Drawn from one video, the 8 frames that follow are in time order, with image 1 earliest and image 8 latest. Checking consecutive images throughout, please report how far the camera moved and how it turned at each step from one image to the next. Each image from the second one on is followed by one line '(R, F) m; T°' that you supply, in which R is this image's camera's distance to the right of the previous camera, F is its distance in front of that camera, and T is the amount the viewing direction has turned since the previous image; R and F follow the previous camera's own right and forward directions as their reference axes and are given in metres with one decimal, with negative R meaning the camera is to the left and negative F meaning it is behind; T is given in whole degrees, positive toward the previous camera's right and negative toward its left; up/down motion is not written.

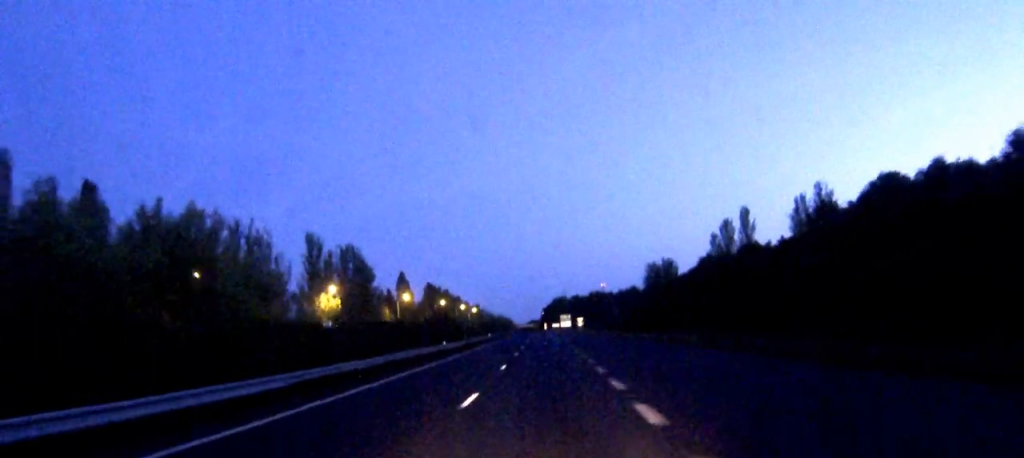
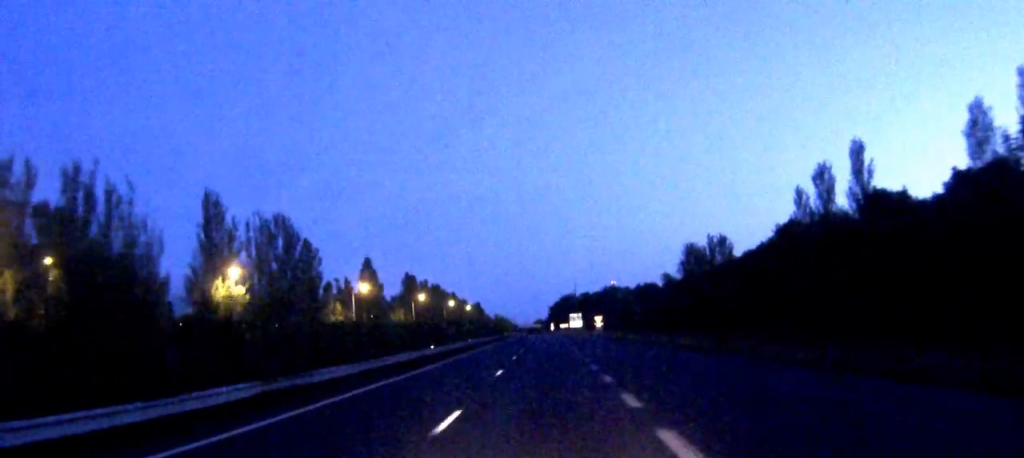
(-0.2, +42.1) m; -1°
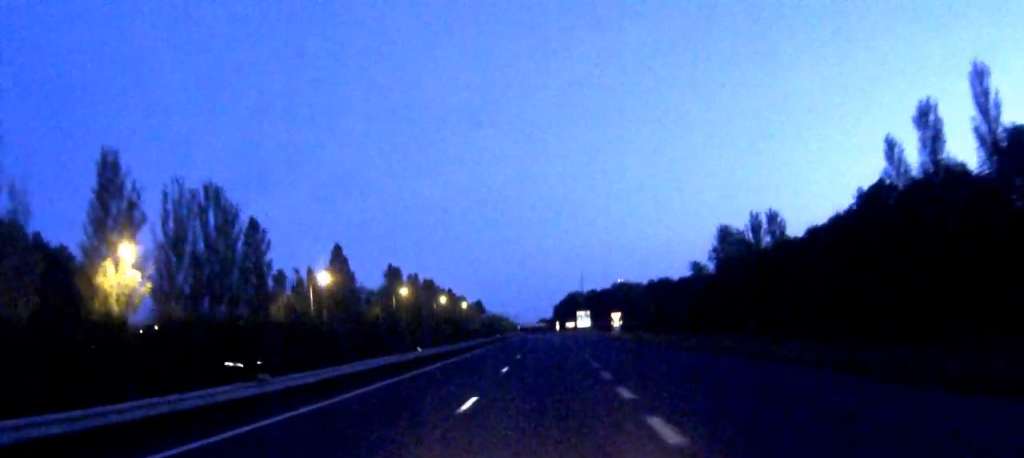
(-0.1, +24.2) m; 0°
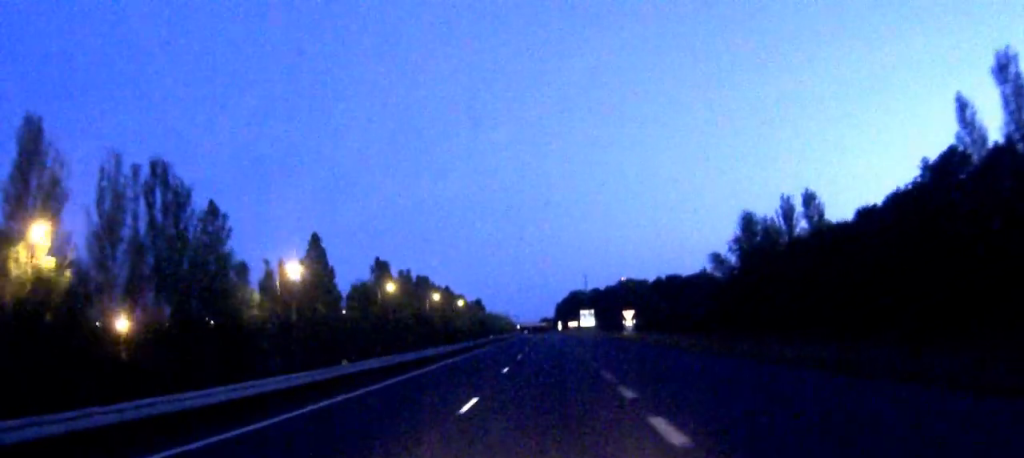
(0.0, +13.0) m; 0°
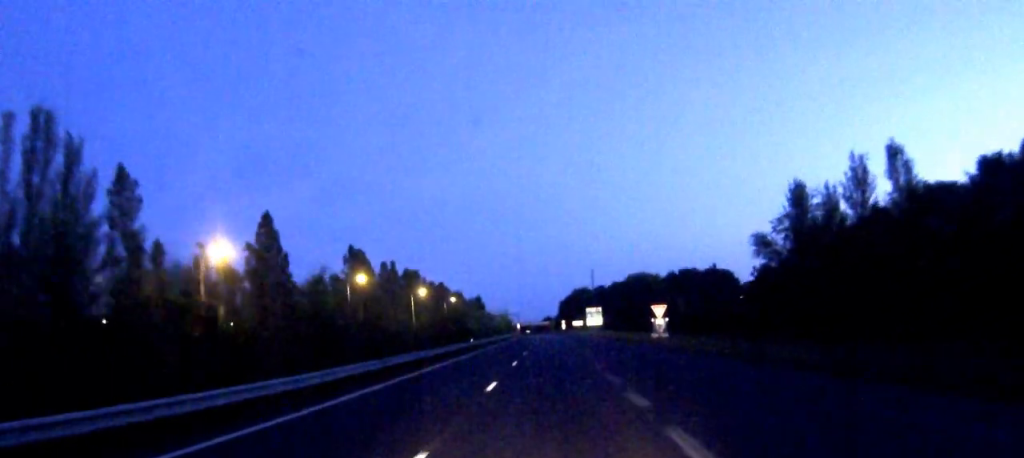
(-0.1, +20.8) m; 0°
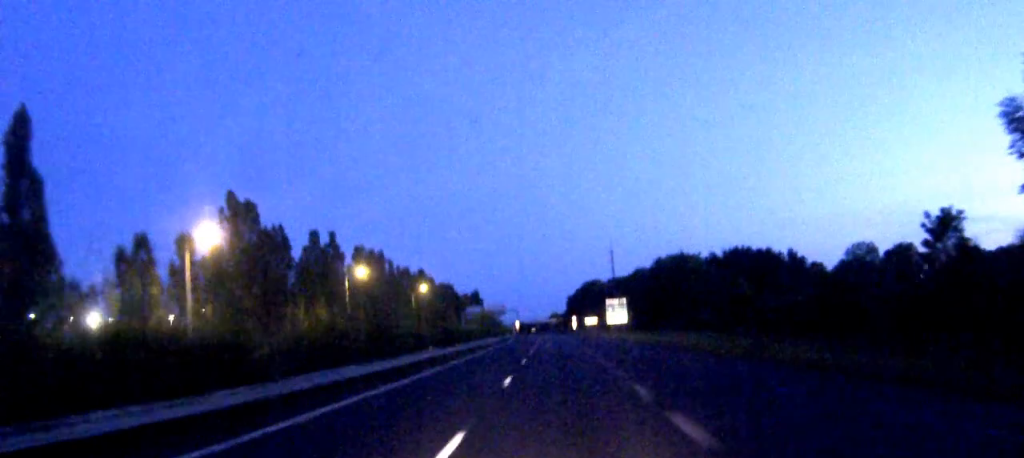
(-0.3, +49.7) m; -1°
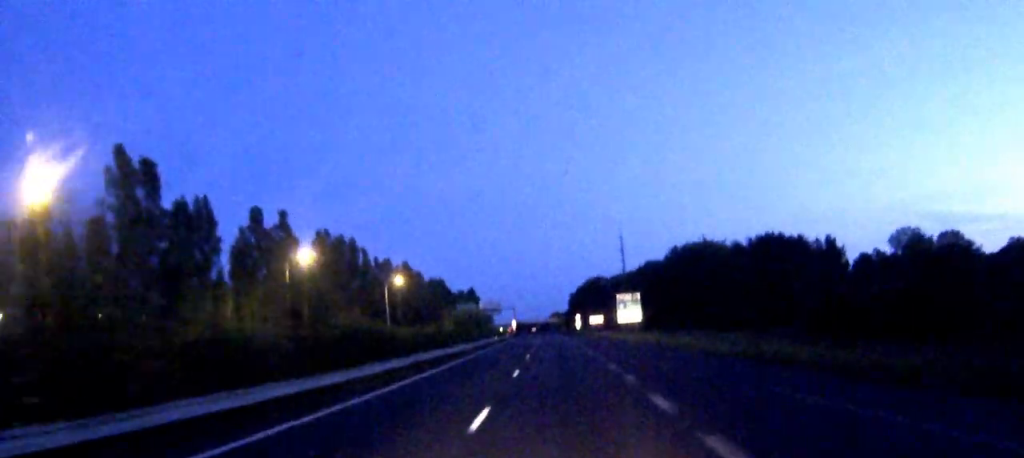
(0.0, +22.0) m; 0°
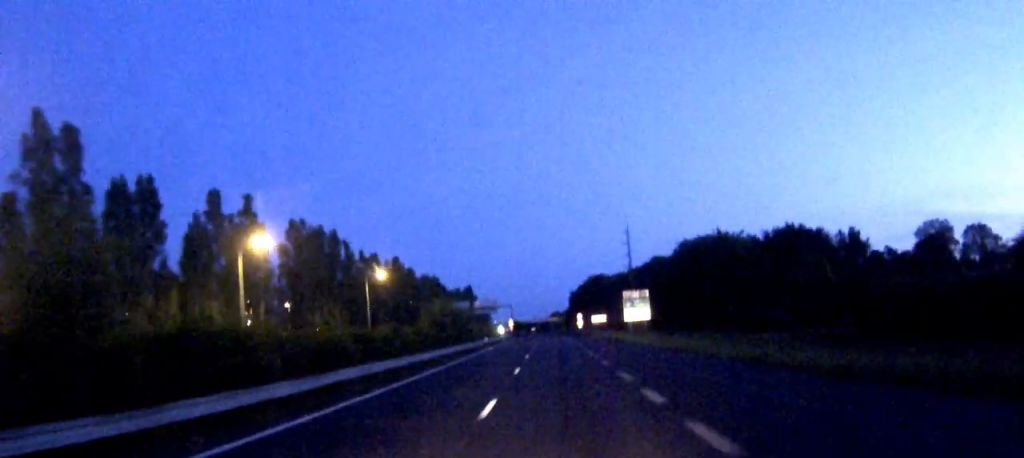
(0.0, +11.5) m; 0°
